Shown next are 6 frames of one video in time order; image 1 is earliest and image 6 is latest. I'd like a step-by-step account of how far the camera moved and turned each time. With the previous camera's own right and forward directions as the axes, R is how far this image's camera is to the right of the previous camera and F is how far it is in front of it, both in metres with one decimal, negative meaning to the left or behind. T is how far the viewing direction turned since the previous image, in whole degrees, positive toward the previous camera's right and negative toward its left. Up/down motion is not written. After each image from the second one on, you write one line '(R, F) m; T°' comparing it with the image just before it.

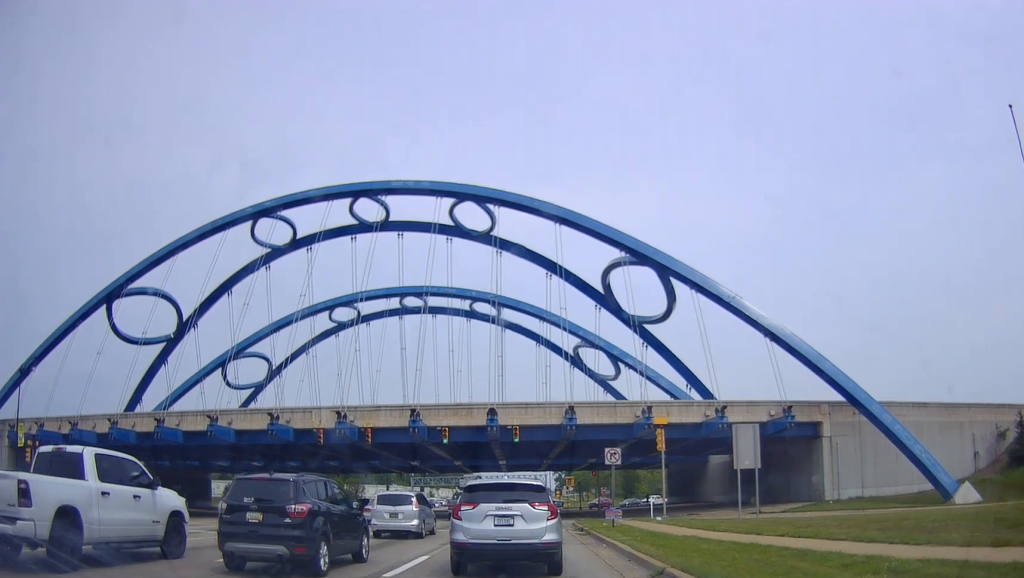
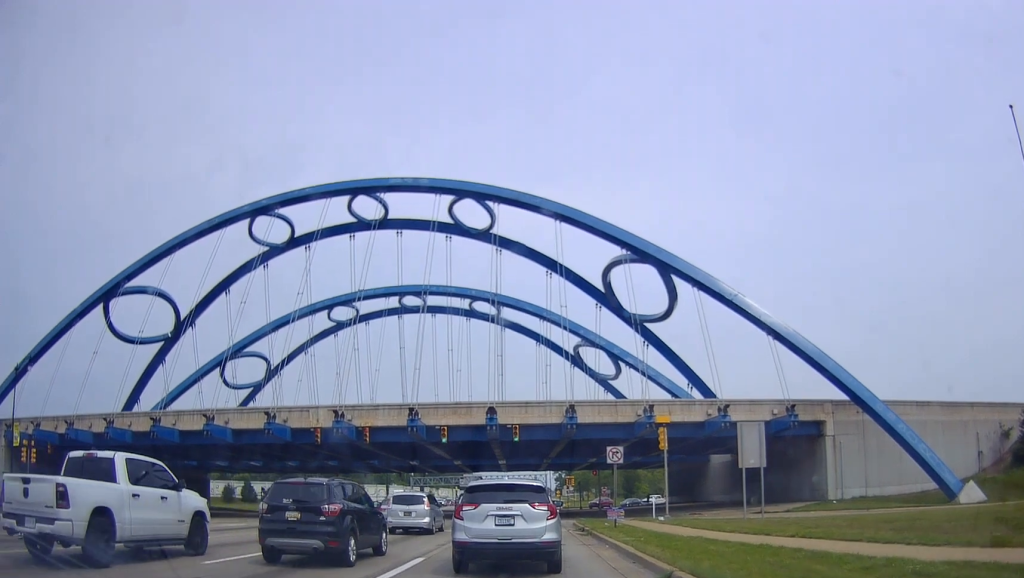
(0.0, 0.0) m; 0°
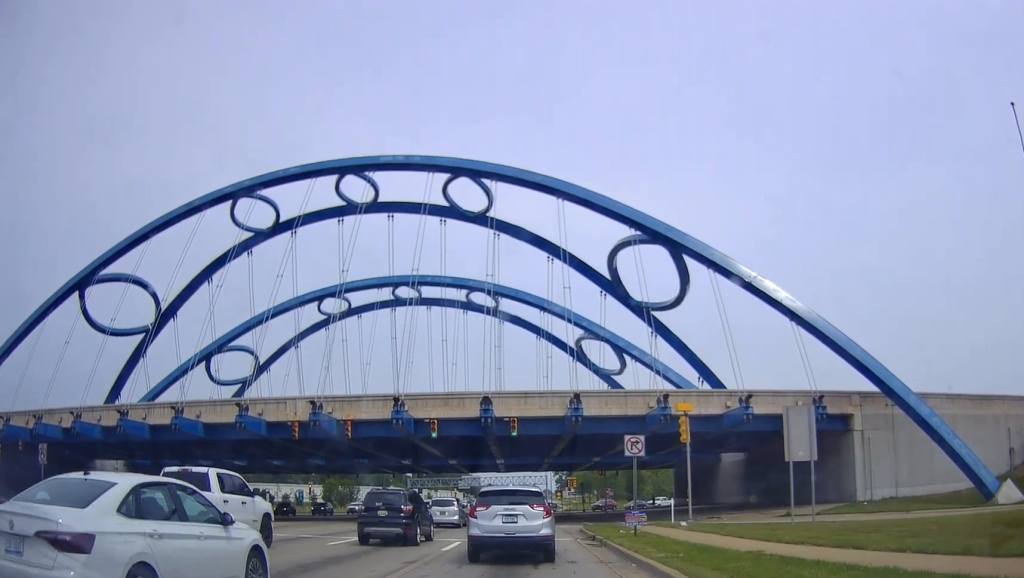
(0.0, +0.2) m; 0°
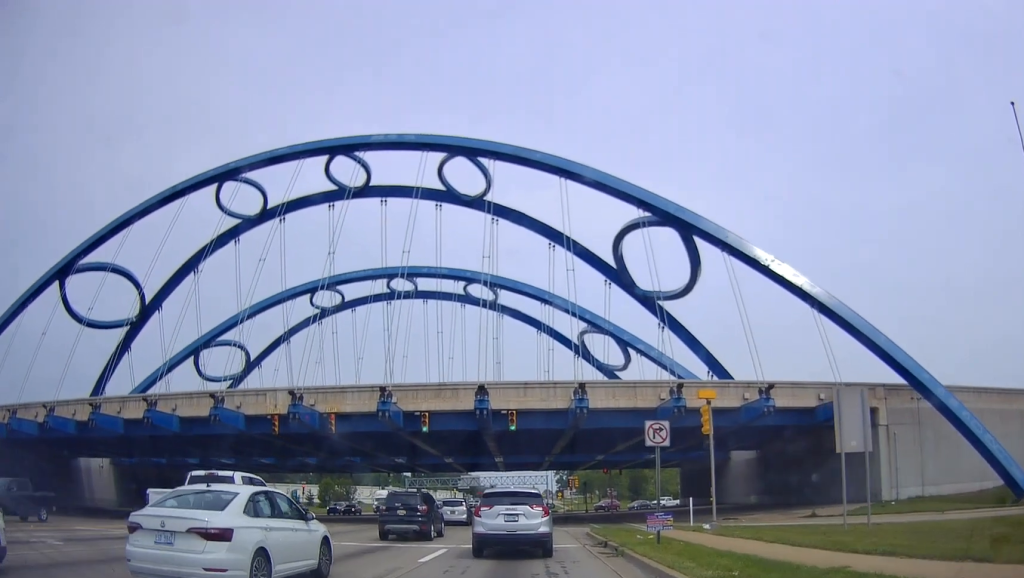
(0.0, +0.3) m; 0°
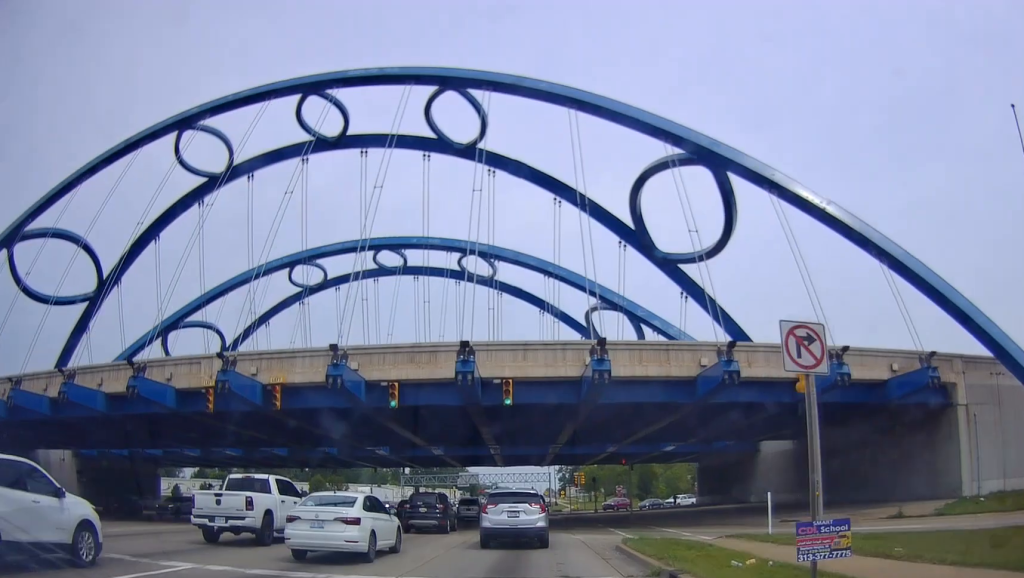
(0.0, +1.7) m; 0°
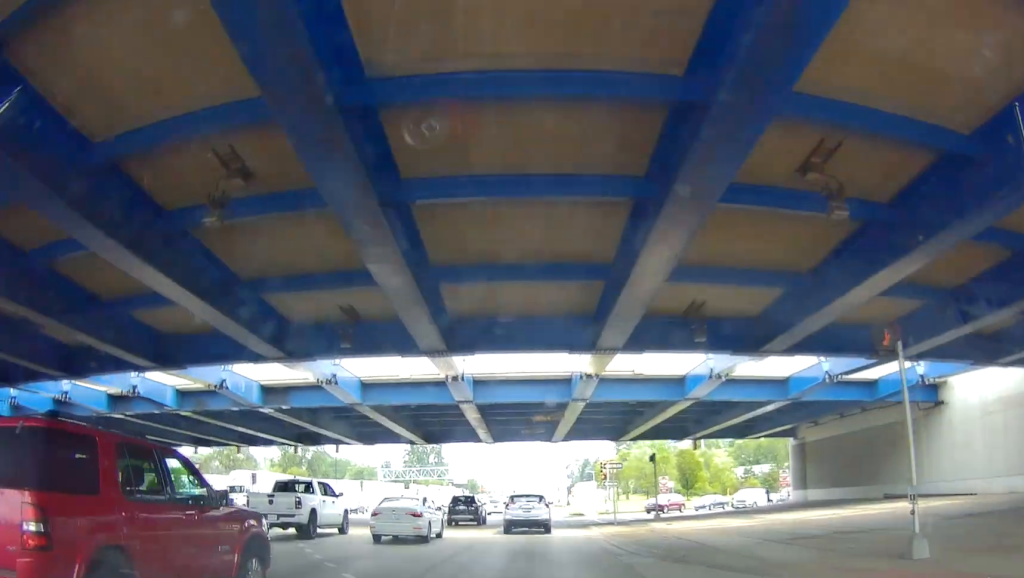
(0.0, +19.6) m; 0°
